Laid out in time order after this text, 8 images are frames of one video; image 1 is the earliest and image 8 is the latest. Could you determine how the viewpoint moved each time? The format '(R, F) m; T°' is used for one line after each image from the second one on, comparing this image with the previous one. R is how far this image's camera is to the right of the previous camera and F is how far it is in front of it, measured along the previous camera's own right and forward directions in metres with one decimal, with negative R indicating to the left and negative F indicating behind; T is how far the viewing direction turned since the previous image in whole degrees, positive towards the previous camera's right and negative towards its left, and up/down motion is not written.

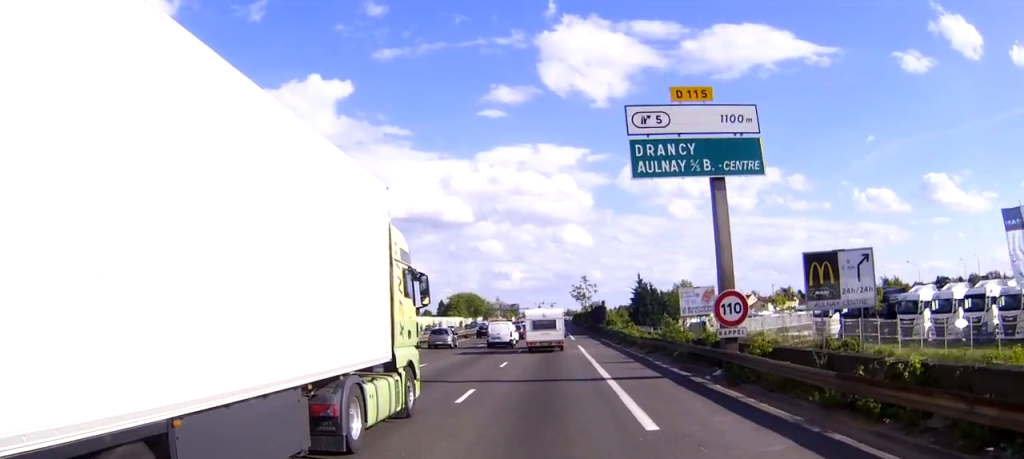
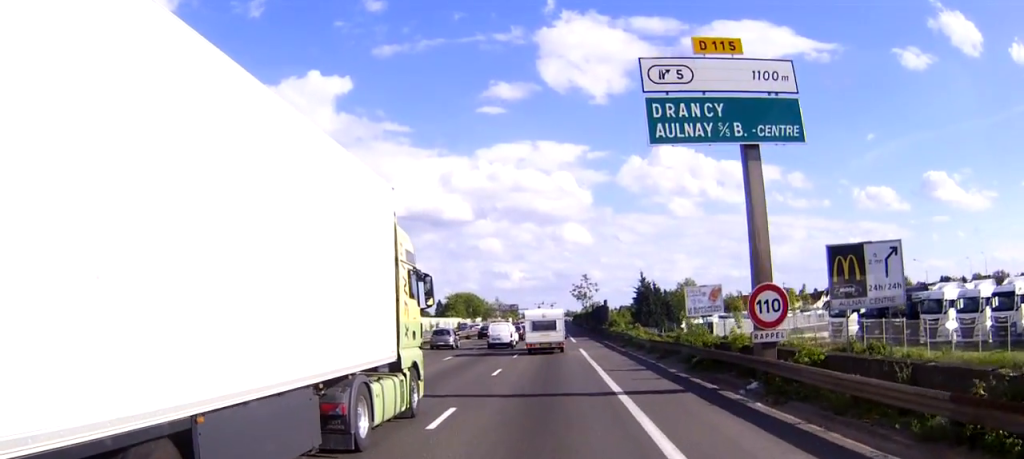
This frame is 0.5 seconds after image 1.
(0.0, +3.8) m; 0°
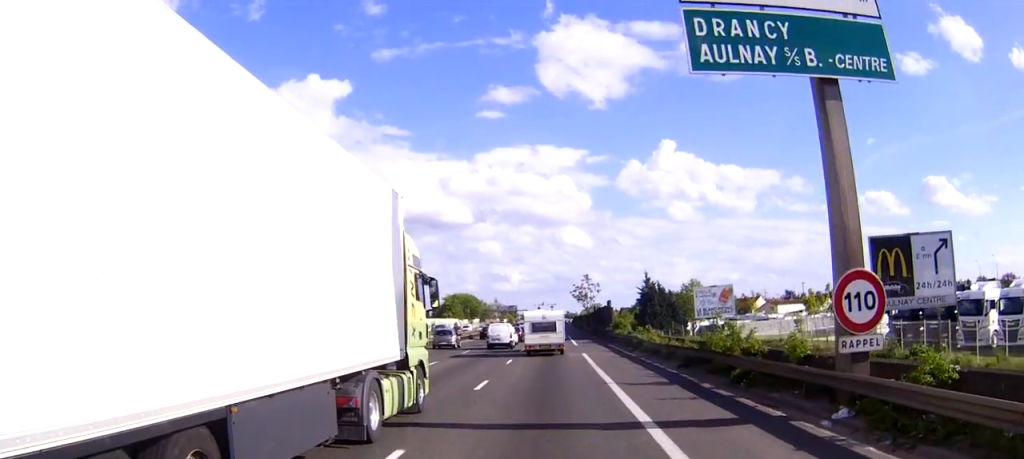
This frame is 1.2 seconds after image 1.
(0.0, +5.5) m; 0°
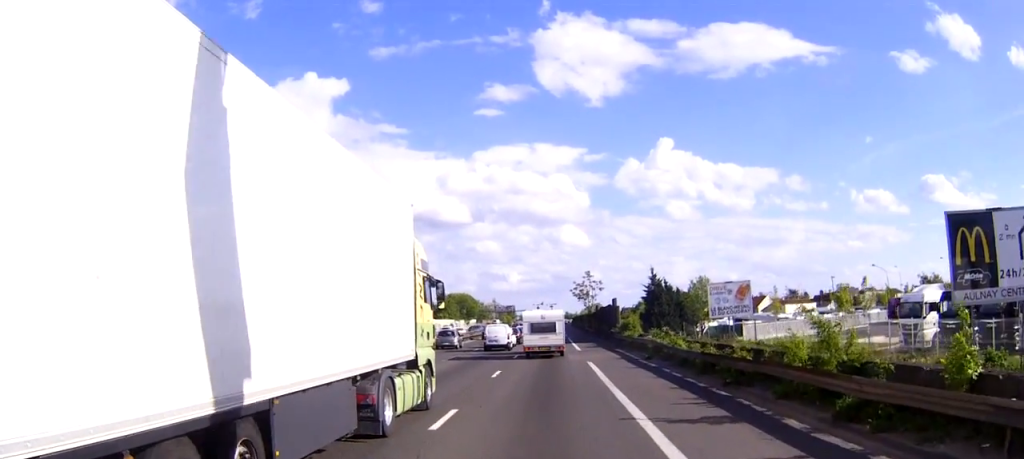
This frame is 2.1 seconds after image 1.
(0.0, +7.3) m; 0°
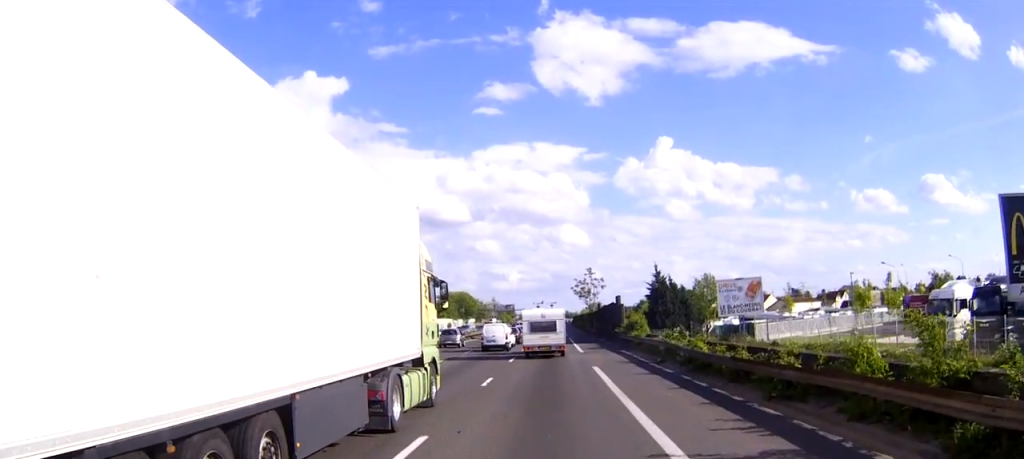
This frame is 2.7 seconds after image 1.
(+0.1, +4.0) m; -1°
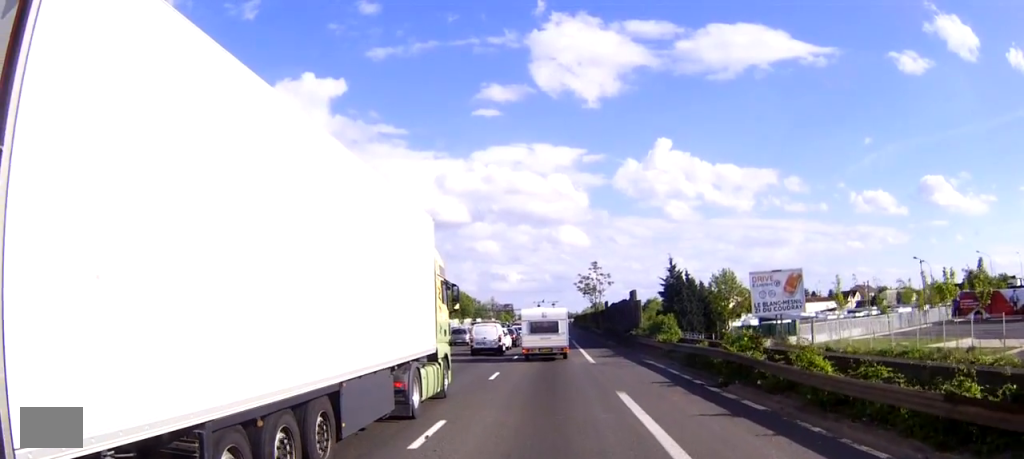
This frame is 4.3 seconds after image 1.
(-0.3, +11.2) m; -1°
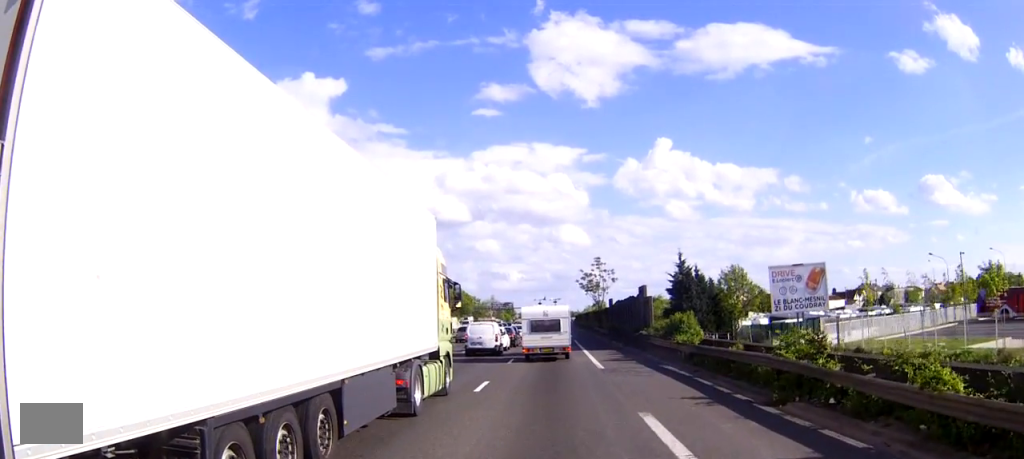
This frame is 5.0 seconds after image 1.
(0.0, +4.8) m; +1°
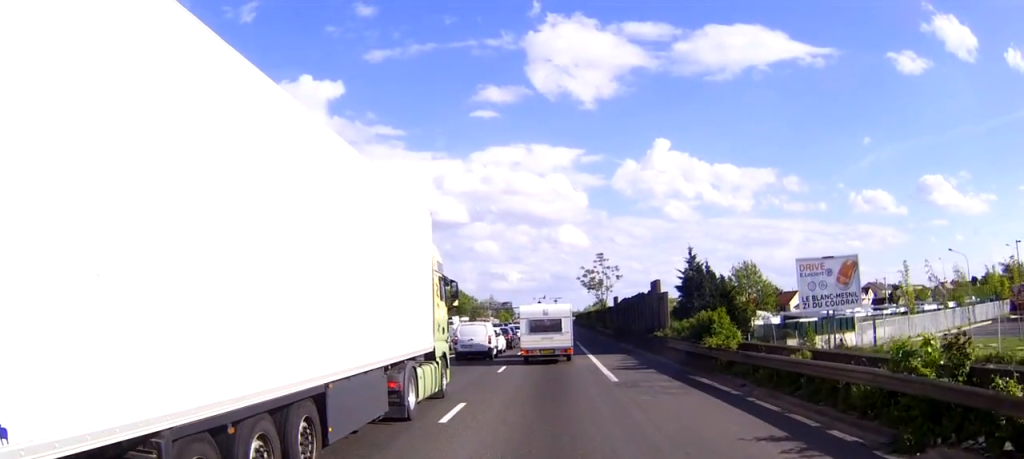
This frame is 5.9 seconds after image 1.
(+0.1, +5.9) m; 0°
